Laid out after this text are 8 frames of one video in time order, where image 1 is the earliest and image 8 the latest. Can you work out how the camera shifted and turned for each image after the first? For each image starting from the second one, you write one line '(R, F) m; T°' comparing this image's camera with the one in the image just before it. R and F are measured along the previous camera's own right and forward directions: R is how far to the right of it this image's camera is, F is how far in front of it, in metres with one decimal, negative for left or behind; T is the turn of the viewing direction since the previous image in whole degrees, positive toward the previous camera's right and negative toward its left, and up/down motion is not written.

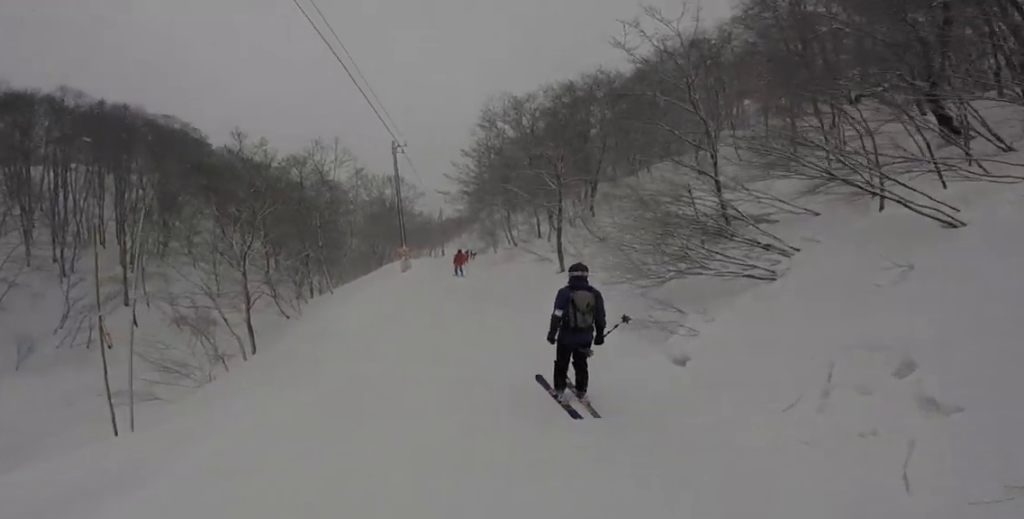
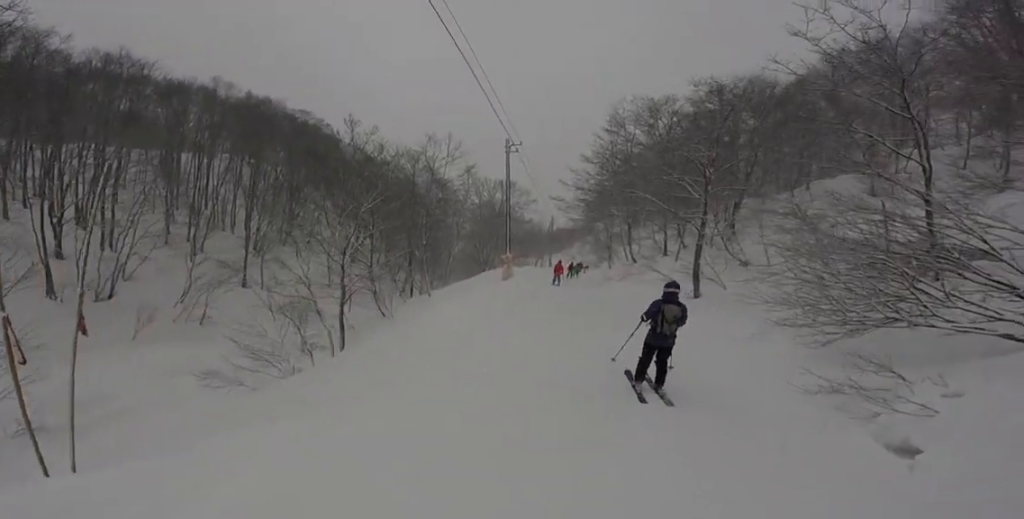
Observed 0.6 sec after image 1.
(-0.1, +2.5) m; -3°
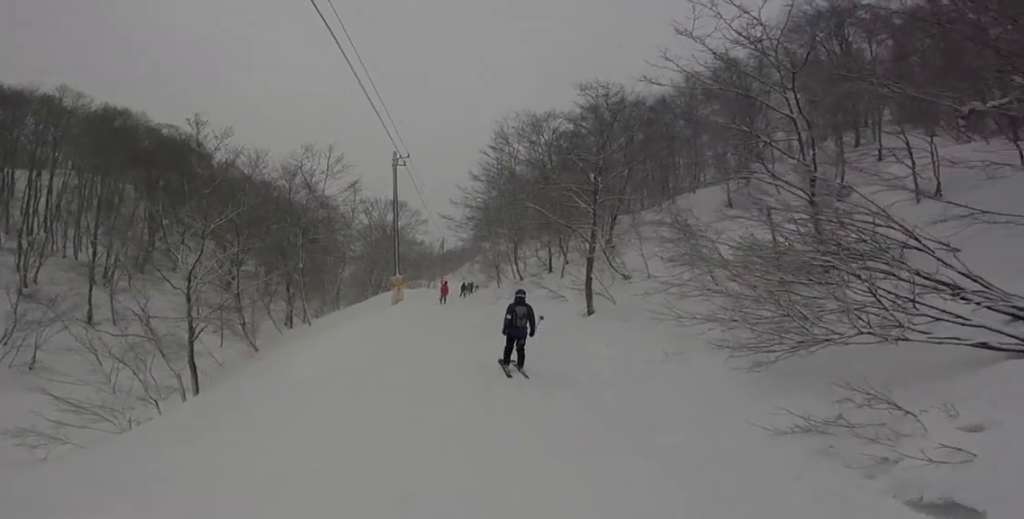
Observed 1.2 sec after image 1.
(-0.4, +3.2) m; 0°
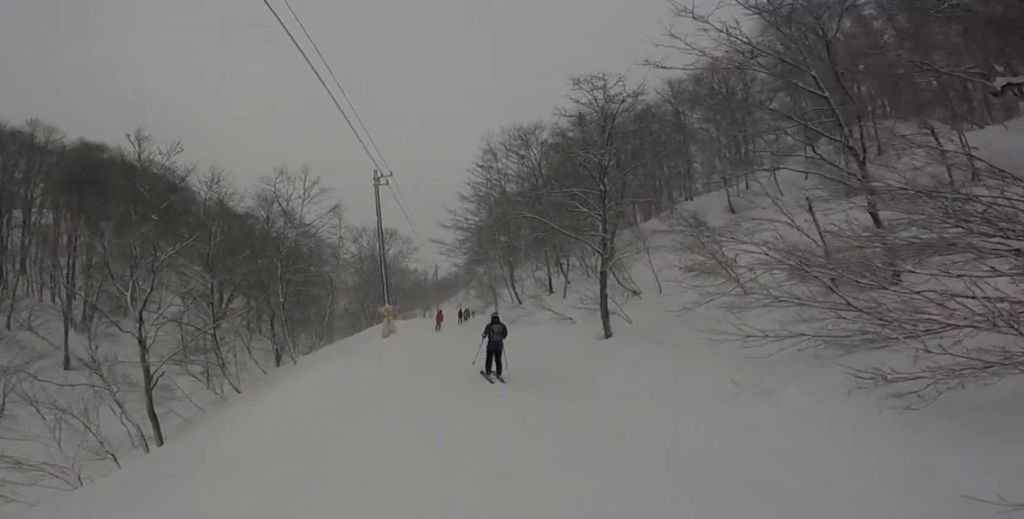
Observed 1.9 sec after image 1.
(+0.3, +3.0) m; 0°
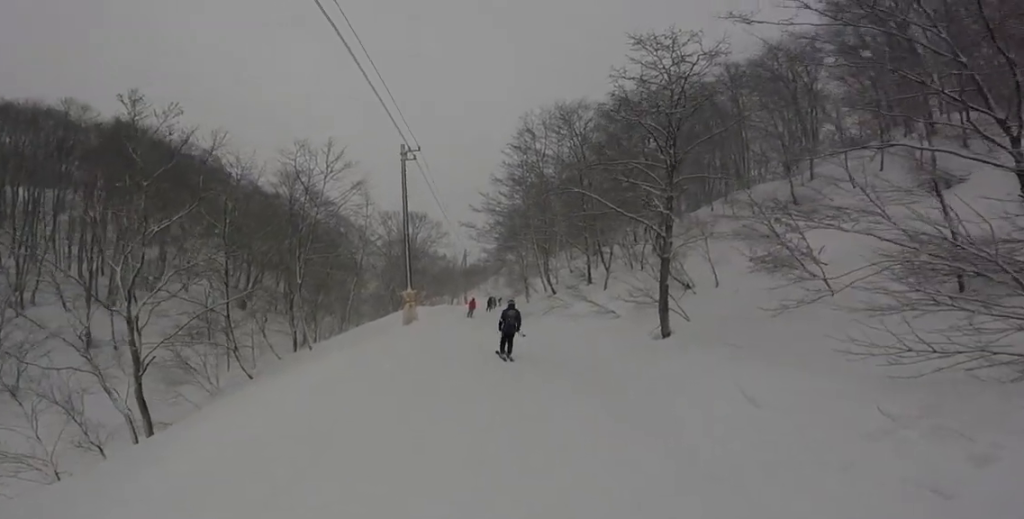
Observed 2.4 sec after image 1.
(+0.2, +2.7) m; 0°
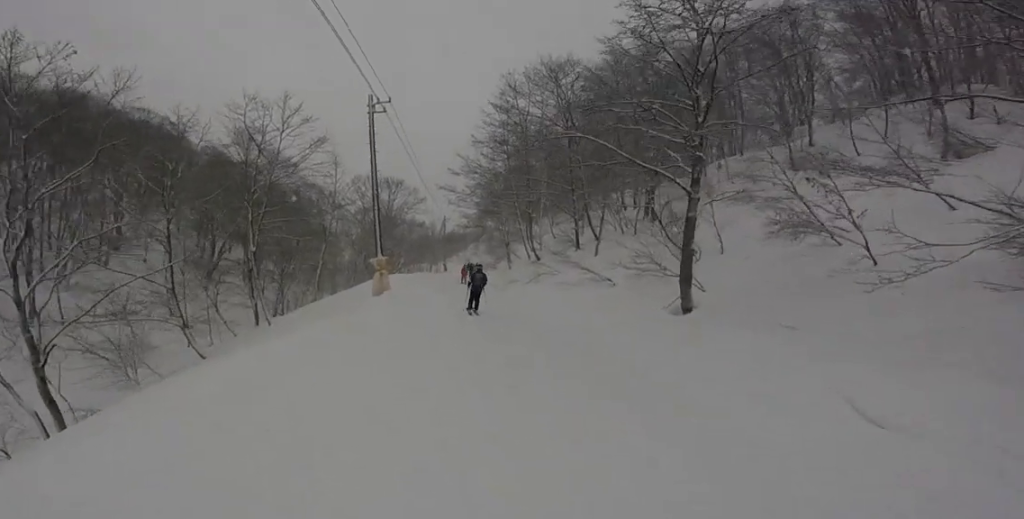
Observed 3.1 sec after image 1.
(-0.5, +3.5) m; 0°
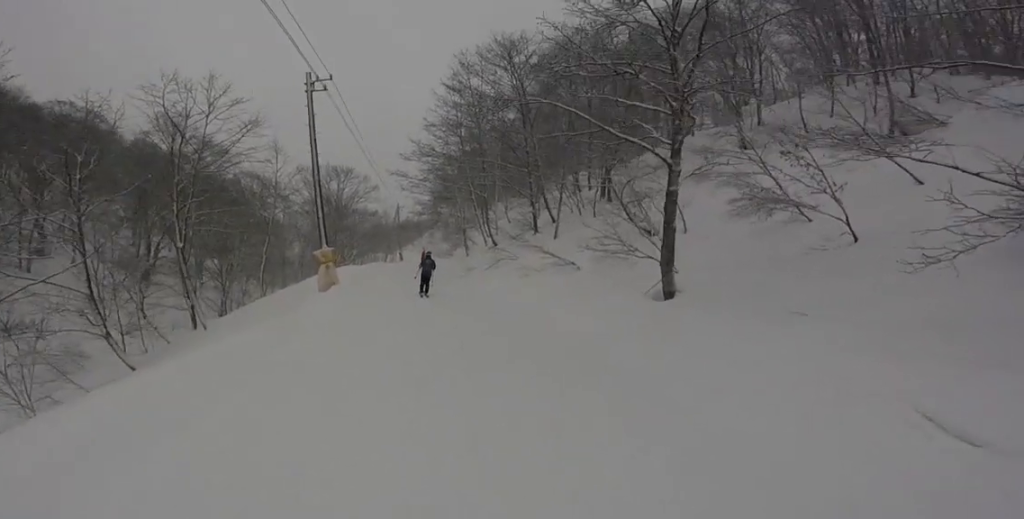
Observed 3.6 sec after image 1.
(+0.1, +2.1) m; 0°
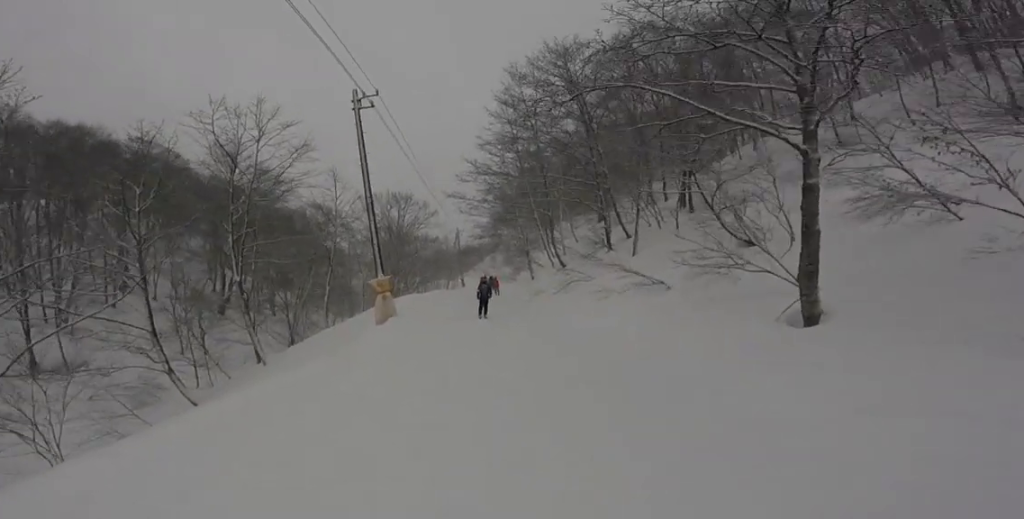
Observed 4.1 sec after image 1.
(+0.3, +2.4) m; 0°
